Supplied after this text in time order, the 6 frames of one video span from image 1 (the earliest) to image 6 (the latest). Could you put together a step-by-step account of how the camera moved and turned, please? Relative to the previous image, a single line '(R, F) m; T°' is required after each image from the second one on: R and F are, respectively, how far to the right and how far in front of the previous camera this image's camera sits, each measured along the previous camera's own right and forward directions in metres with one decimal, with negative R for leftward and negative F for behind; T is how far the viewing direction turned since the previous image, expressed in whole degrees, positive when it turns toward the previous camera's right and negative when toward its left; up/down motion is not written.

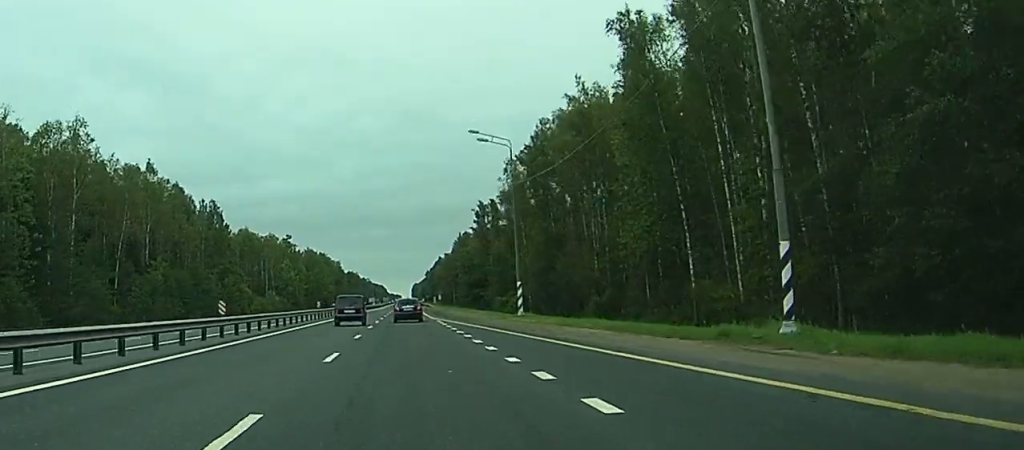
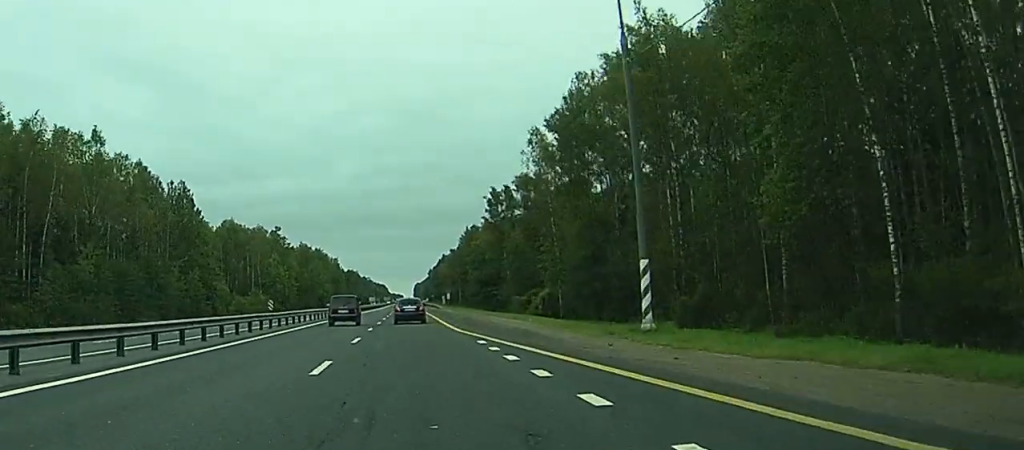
(0.0, +26.9) m; 0°
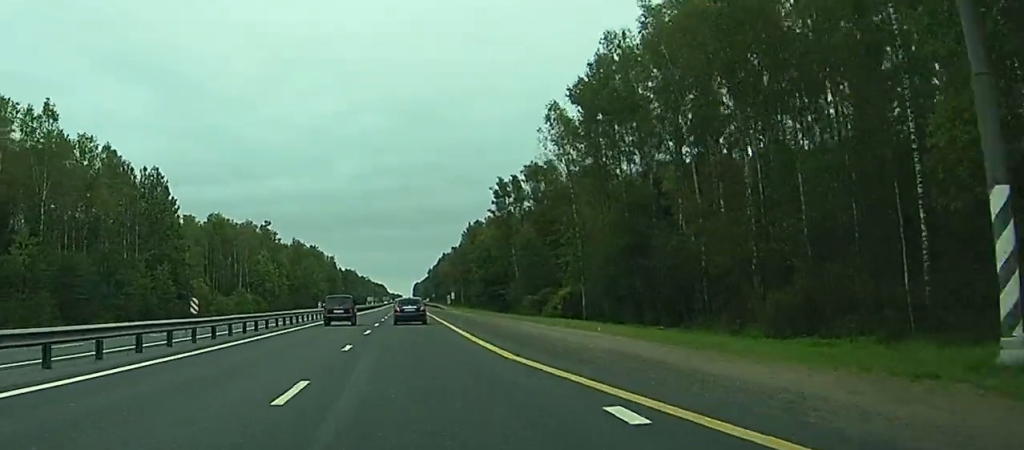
(0.0, +16.1) m; 0°
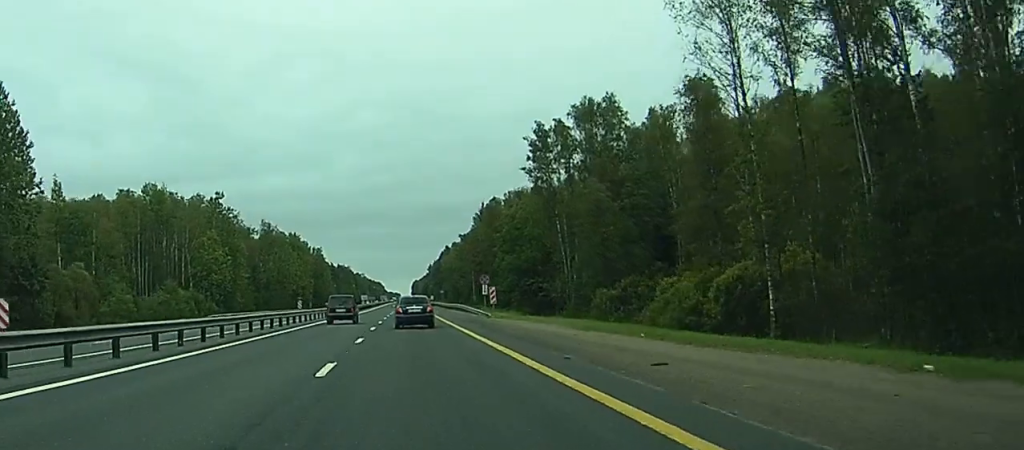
(+0.1, +54.9) m; +1°
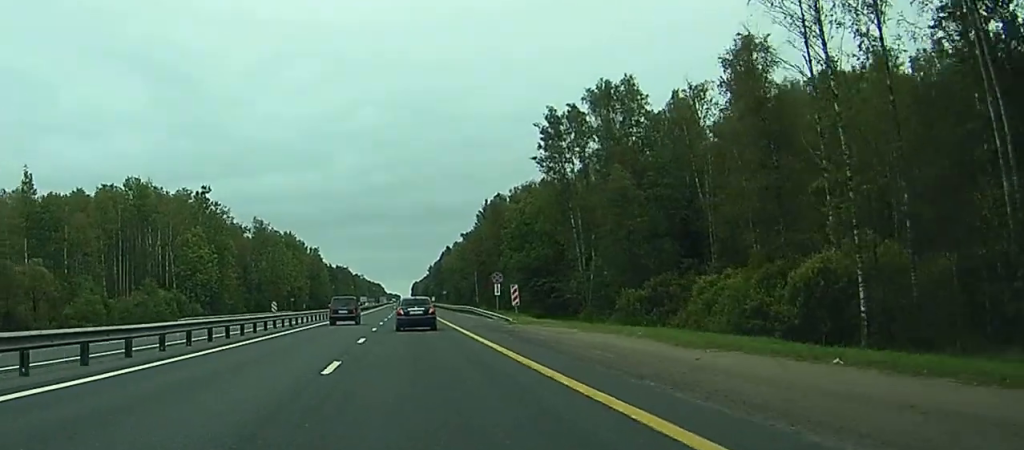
(0.0, +10.9) m; 0°
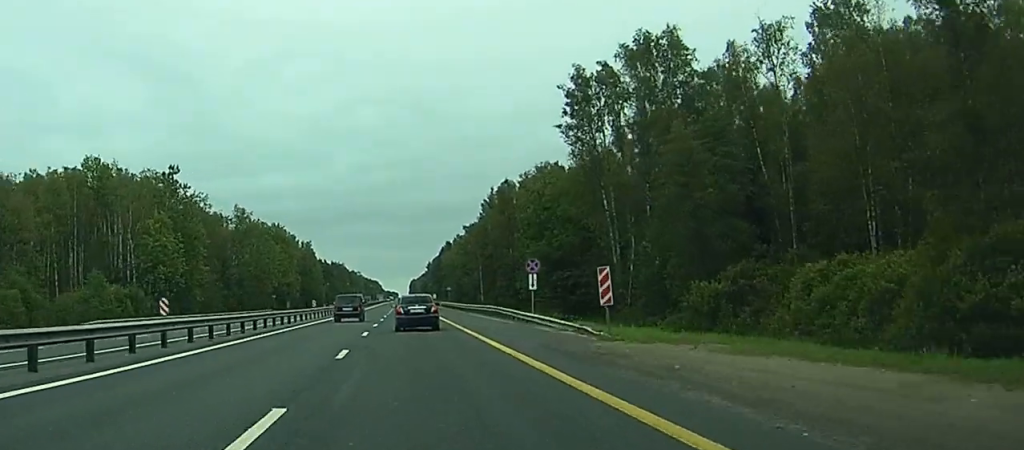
(0.0, +20.3) m; 0°
